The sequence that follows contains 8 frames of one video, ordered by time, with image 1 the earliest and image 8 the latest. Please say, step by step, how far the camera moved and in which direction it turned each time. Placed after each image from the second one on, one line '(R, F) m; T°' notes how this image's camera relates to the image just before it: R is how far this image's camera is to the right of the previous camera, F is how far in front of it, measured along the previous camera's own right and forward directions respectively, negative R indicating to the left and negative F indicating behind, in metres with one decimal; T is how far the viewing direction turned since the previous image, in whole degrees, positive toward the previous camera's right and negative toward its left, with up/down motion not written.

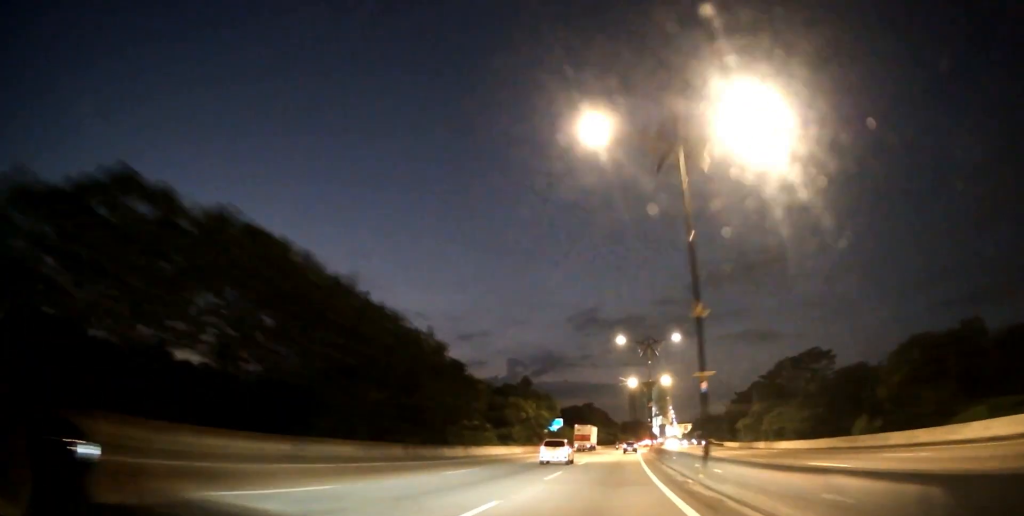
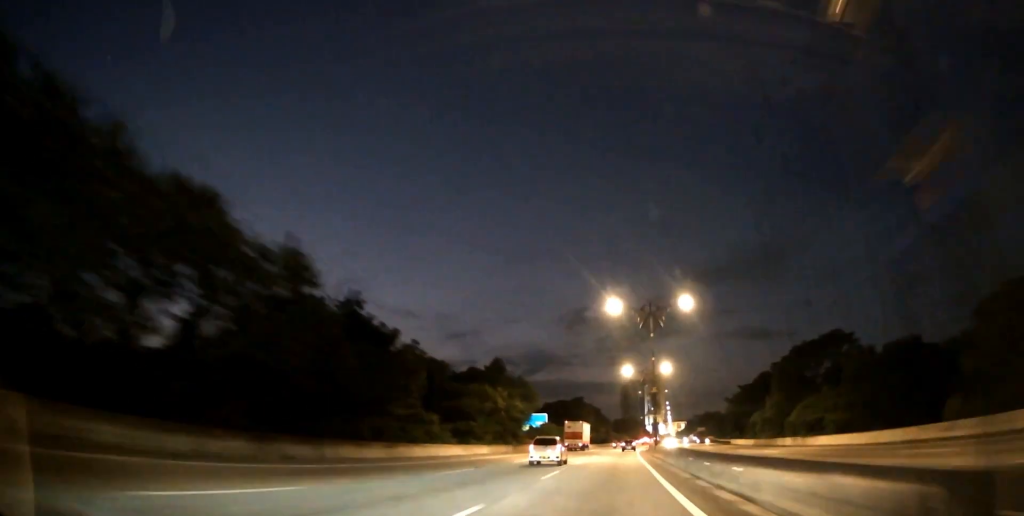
(+0.1, +13.9) m; +1°
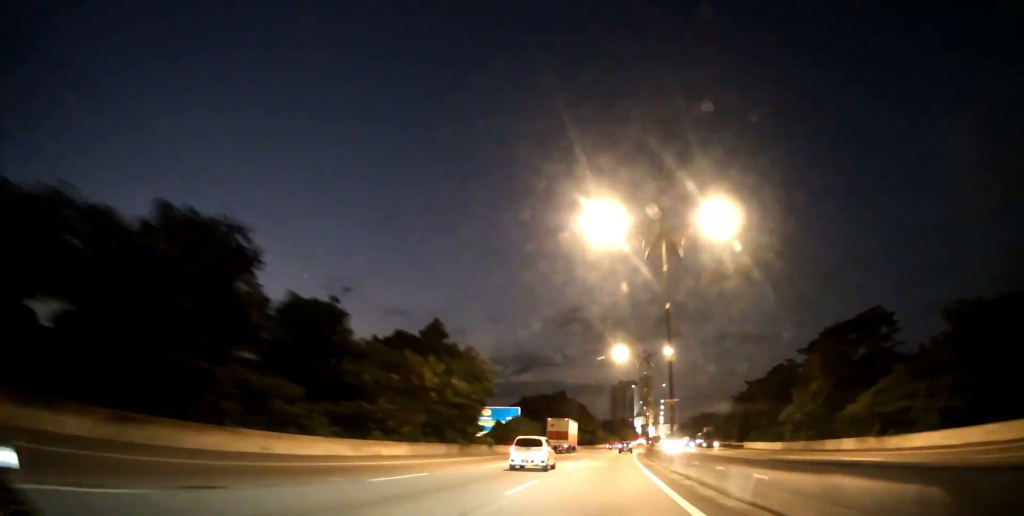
(+0.2, +18.1) m; +1°
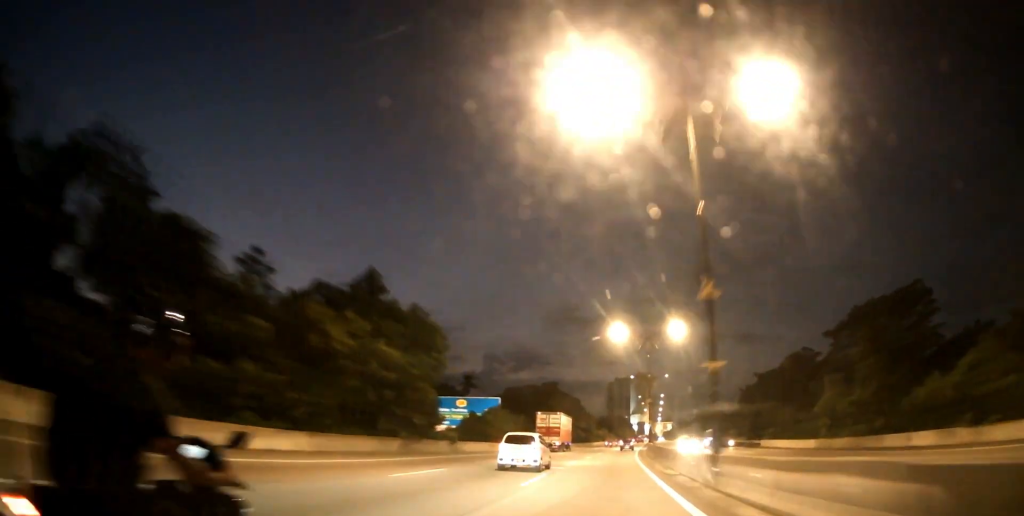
(0.0, +11.8) m; +1°
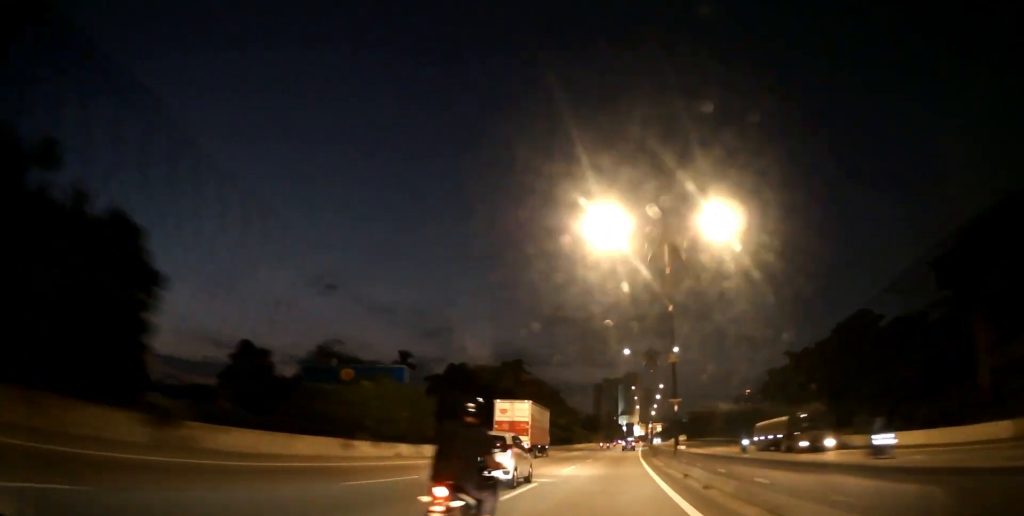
(+0.3, +28.2) m; +2°
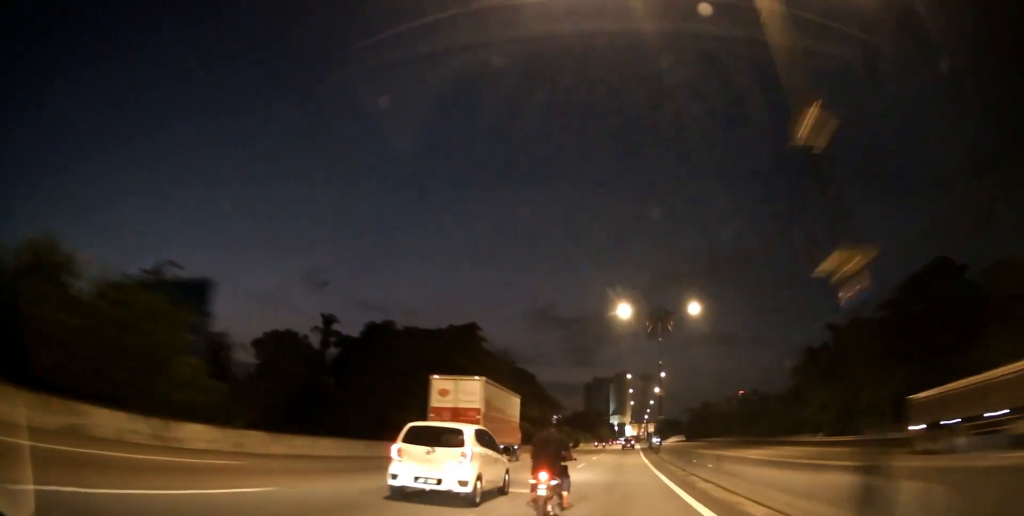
(+0.3, +20.8) m; +1°
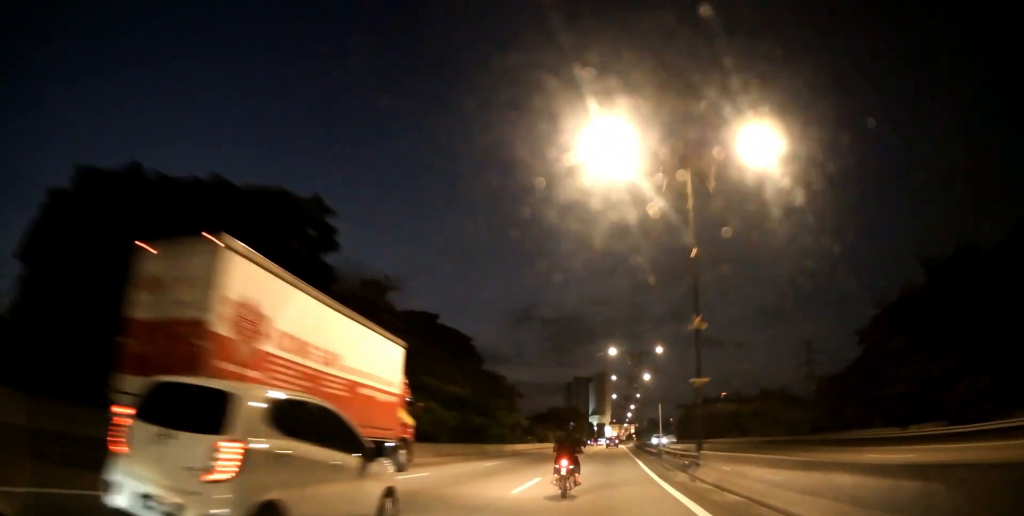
(+0.4, +27.4) m; +1°
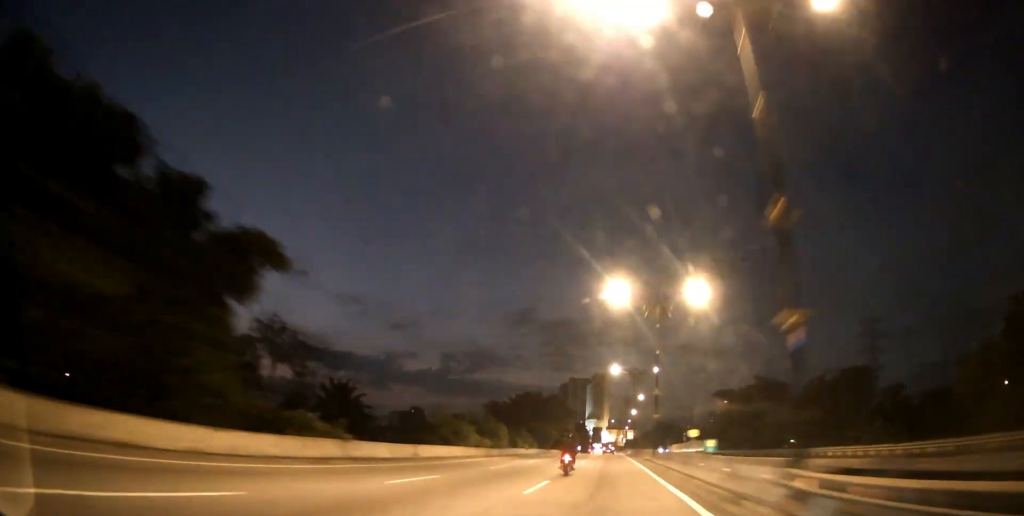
(+0.3, +60.4) m; 0°
